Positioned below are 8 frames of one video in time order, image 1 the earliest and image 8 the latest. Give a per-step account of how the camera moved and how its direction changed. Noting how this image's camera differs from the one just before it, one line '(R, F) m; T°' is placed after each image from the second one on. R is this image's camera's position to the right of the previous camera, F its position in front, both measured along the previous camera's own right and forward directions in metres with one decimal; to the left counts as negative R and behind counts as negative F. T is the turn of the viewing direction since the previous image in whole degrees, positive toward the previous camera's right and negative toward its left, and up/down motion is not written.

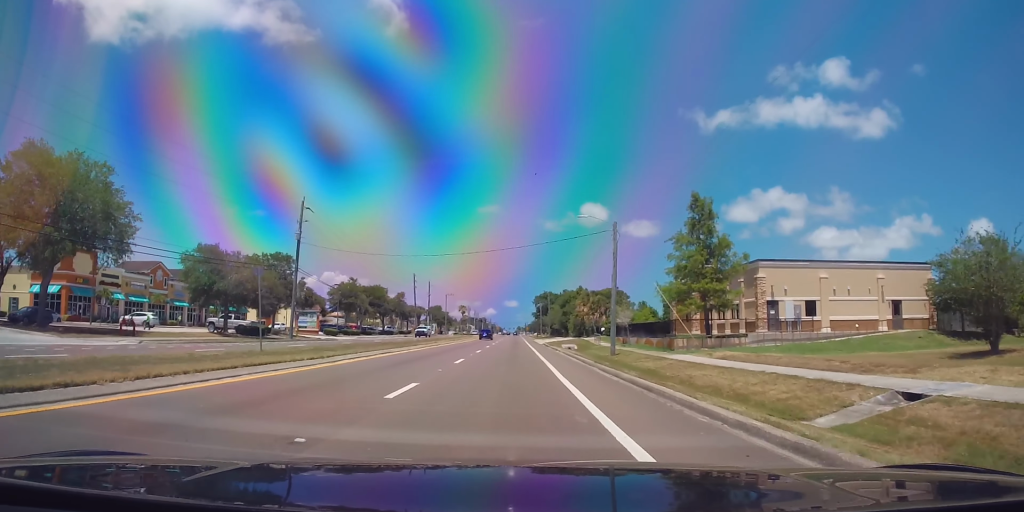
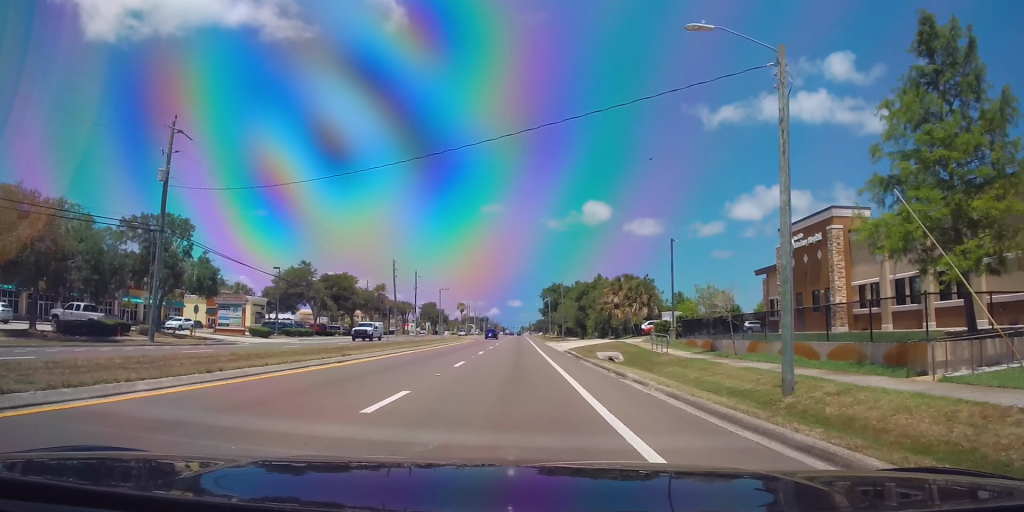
(0.0, +26.4) m; 0°
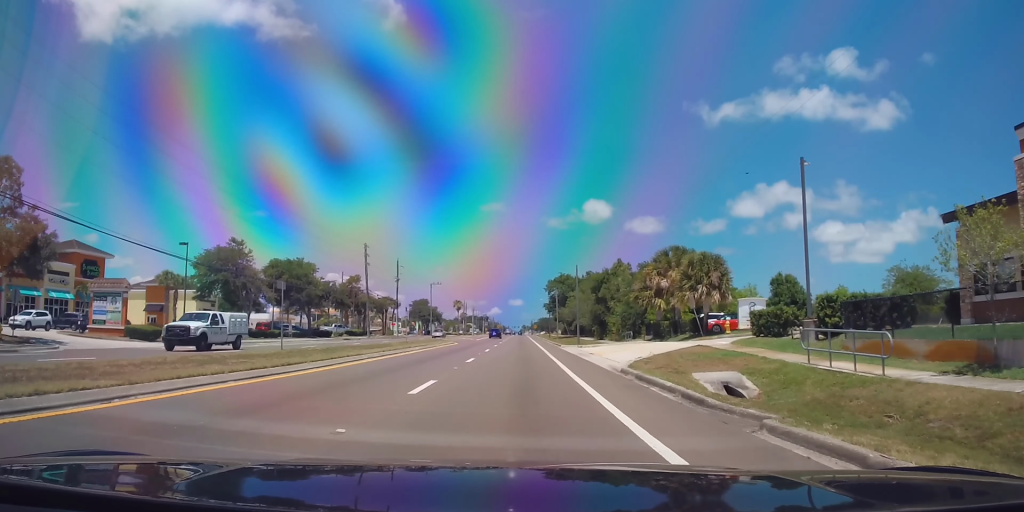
(0.0, +21.2) m; 0°
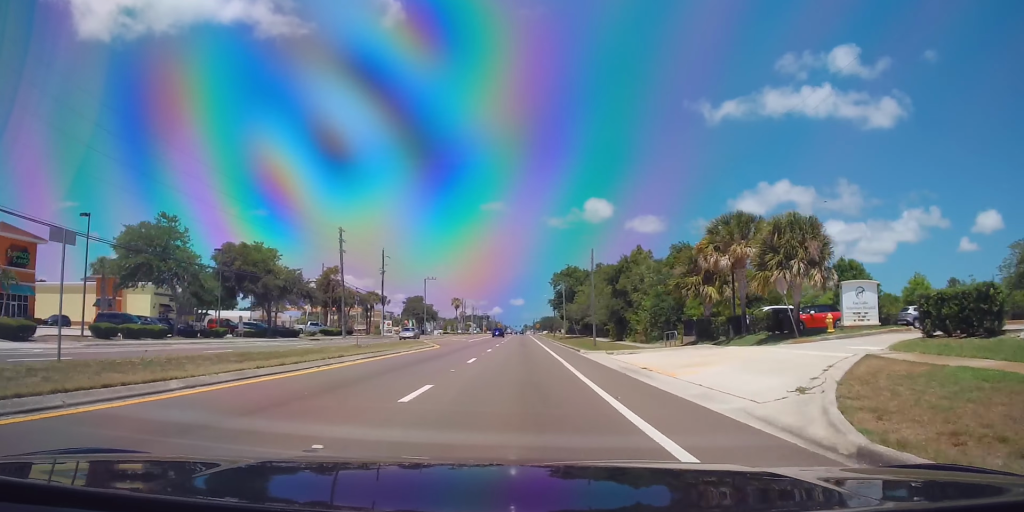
(0.0, +13.4) m; 0°
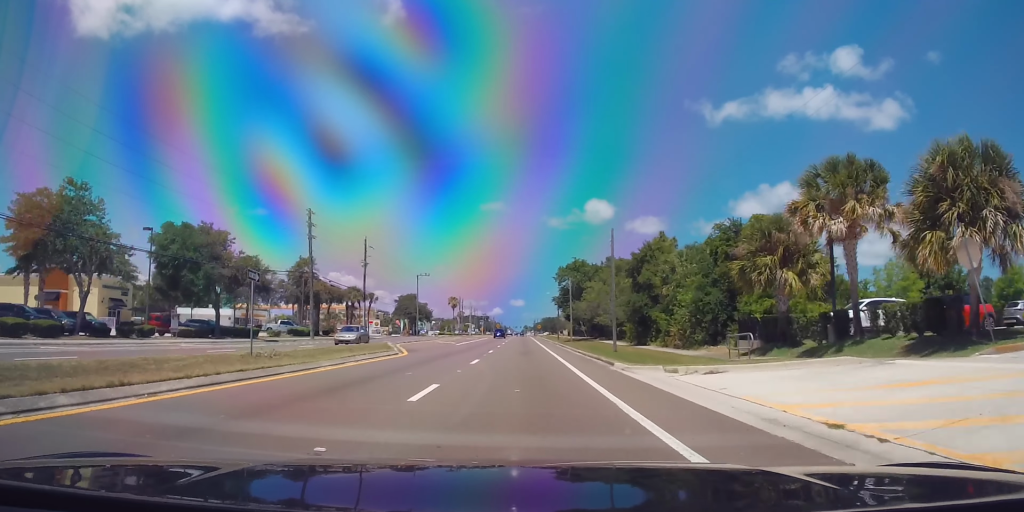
(0.0, +12.0) m; 0°
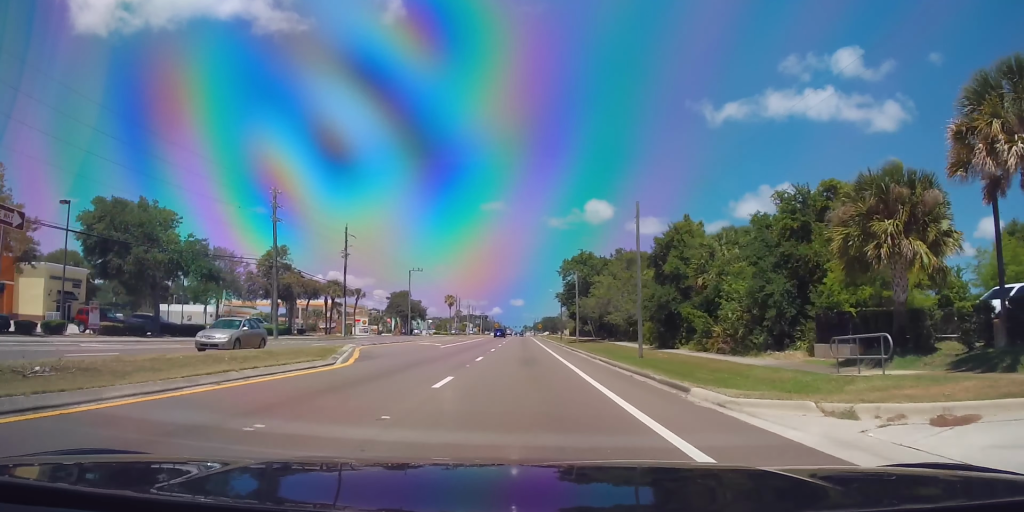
(0.0, +9.9) m; 0°
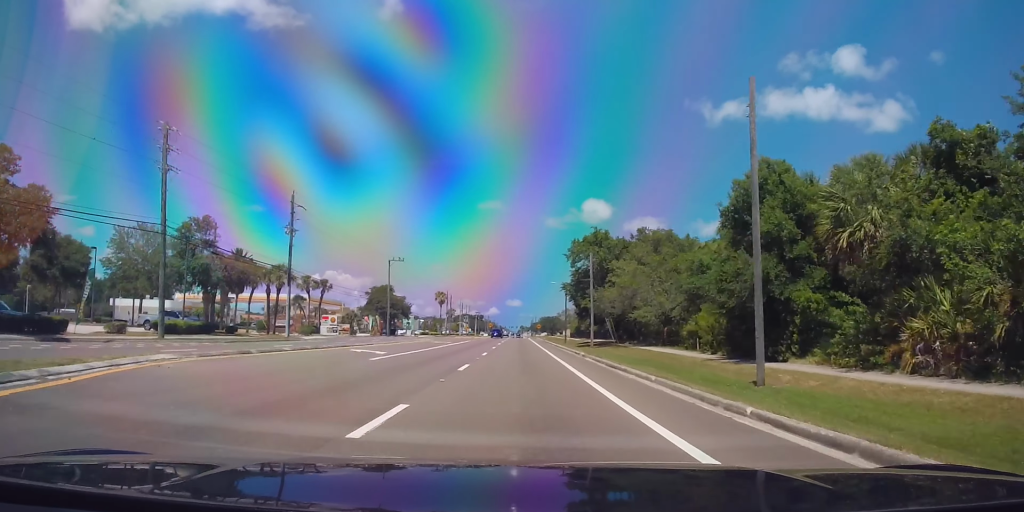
(0.0, +19.1) m; 0°
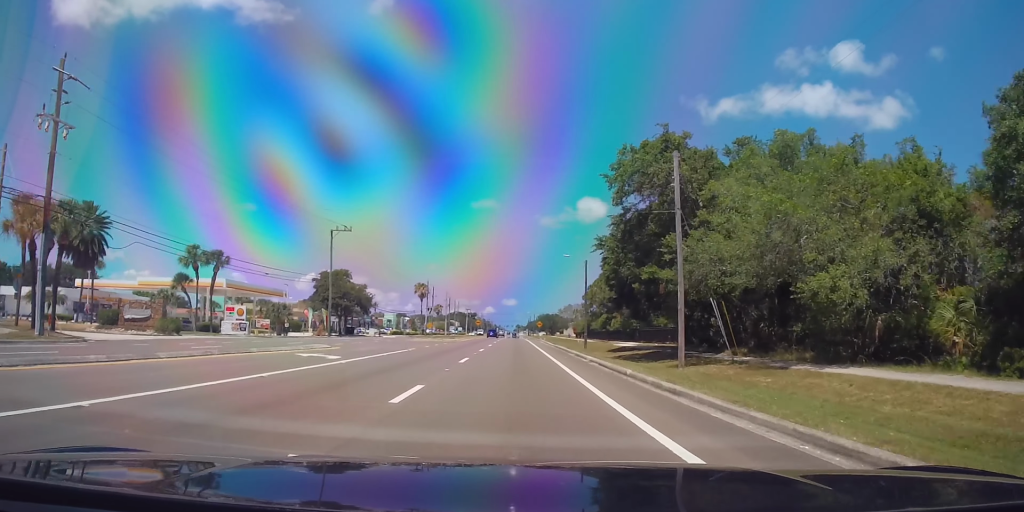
(0.0, +33.4) m; 0°
